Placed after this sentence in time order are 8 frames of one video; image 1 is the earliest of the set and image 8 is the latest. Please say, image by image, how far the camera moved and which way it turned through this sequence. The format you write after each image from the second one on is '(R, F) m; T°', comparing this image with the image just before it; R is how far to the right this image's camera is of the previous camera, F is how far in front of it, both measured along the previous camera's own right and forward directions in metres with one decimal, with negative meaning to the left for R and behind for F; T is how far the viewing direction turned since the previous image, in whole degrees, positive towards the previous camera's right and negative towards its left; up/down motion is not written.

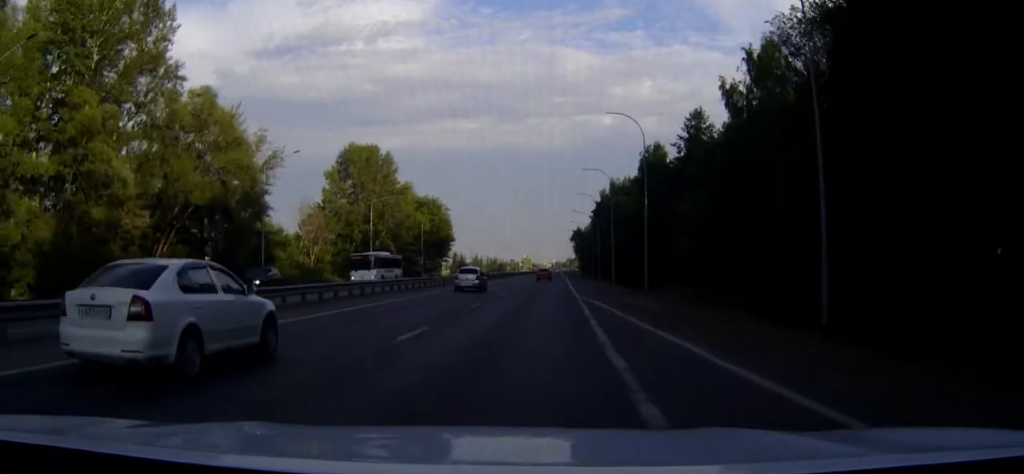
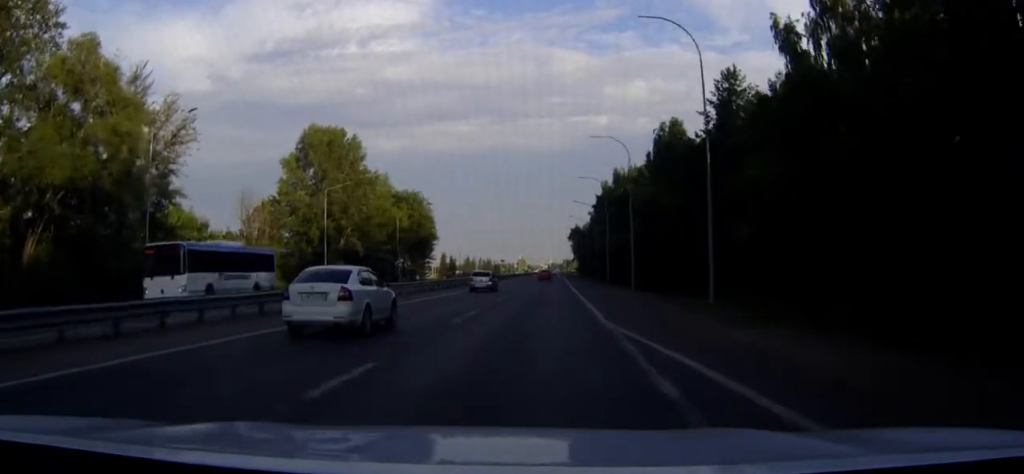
(0.0, +18.4) m; 0°
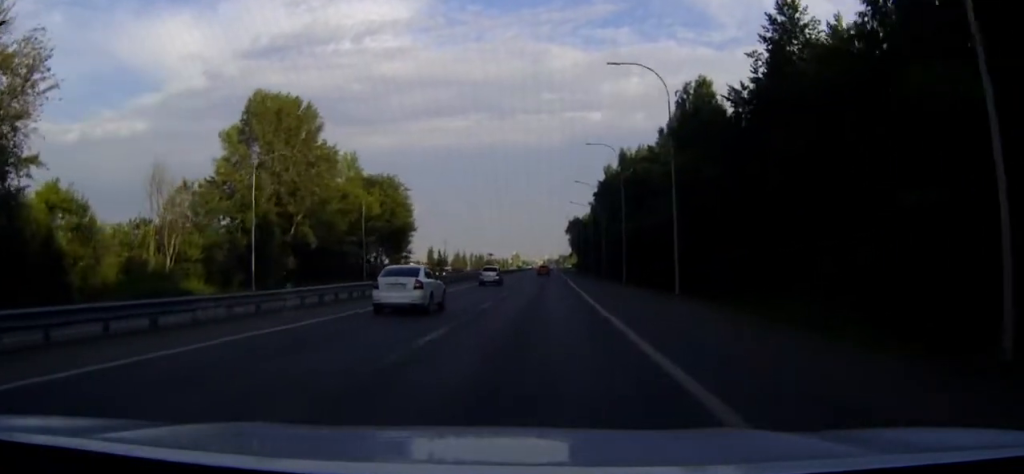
(0.0, +18.8) m; 0°
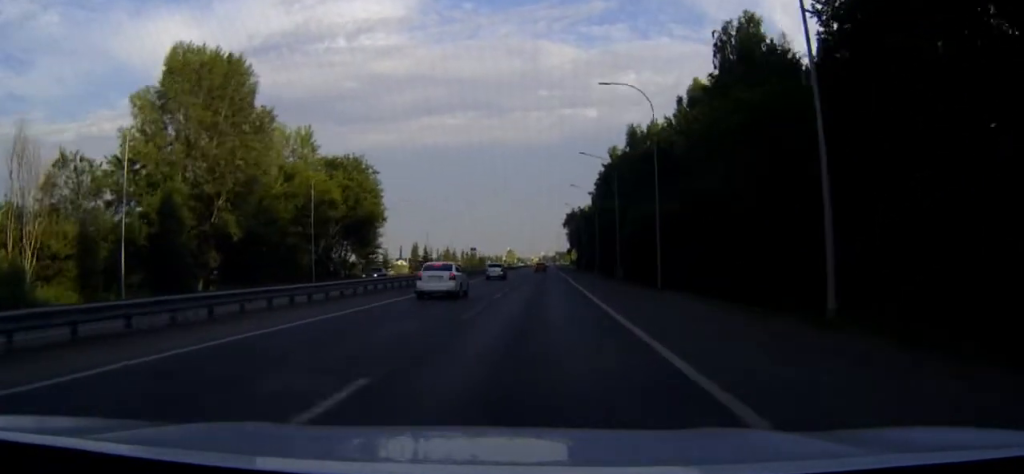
(0.0, +19.5) m; 0°
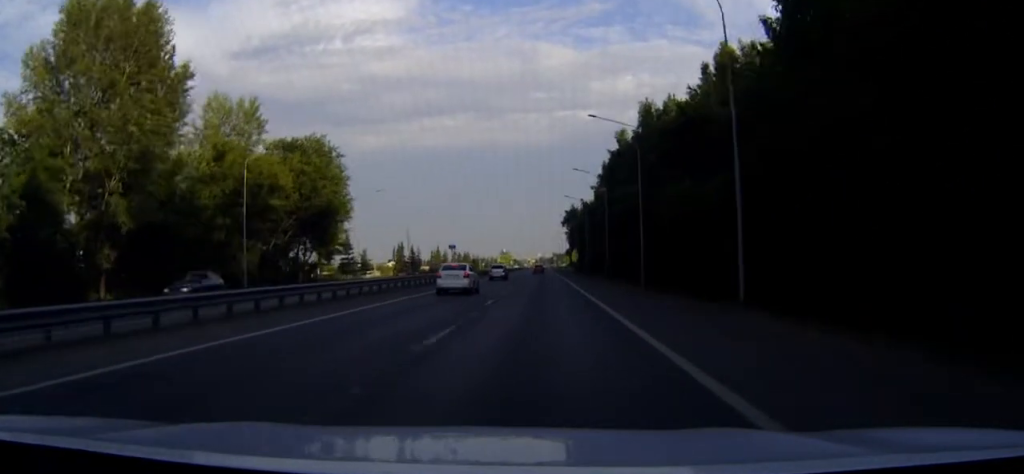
(+0.1, +16.9) m; 0°
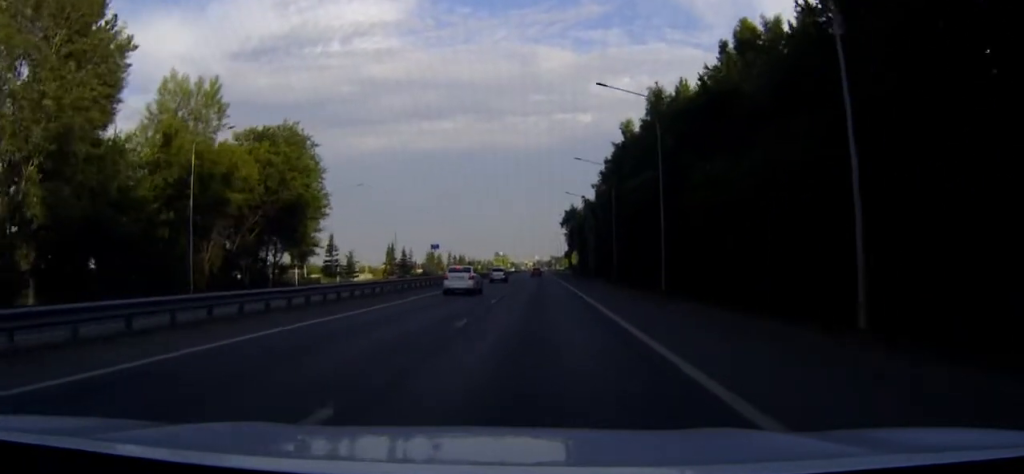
(0.0, +9.1) m; 0°
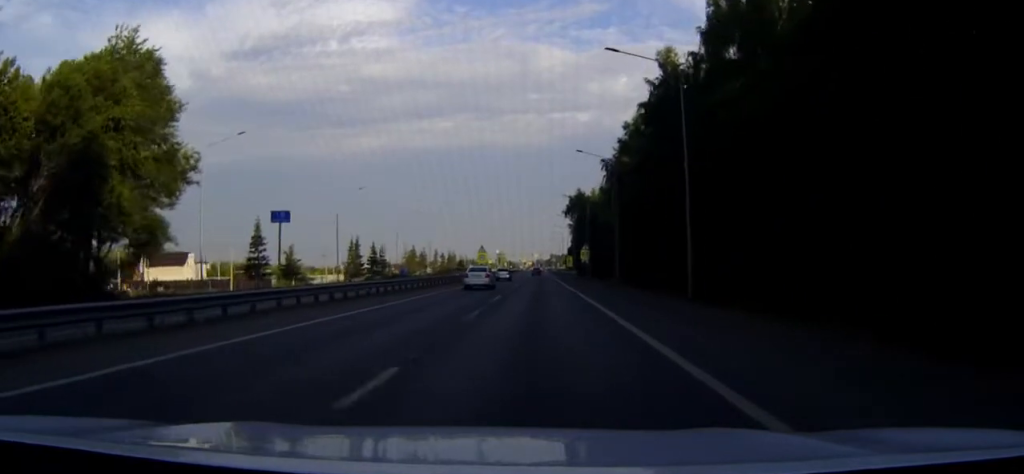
(+0.1, +33.3) m; 0°
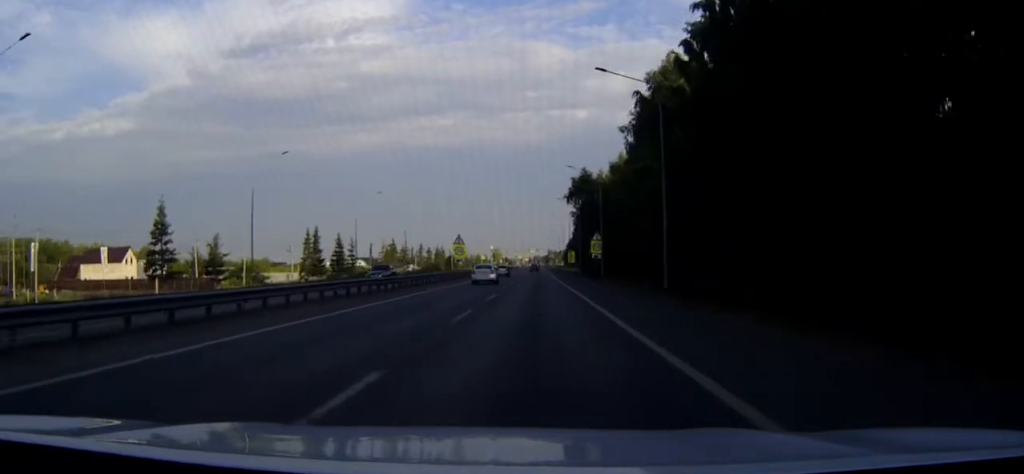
(0.0, +25.2) m; 0°
